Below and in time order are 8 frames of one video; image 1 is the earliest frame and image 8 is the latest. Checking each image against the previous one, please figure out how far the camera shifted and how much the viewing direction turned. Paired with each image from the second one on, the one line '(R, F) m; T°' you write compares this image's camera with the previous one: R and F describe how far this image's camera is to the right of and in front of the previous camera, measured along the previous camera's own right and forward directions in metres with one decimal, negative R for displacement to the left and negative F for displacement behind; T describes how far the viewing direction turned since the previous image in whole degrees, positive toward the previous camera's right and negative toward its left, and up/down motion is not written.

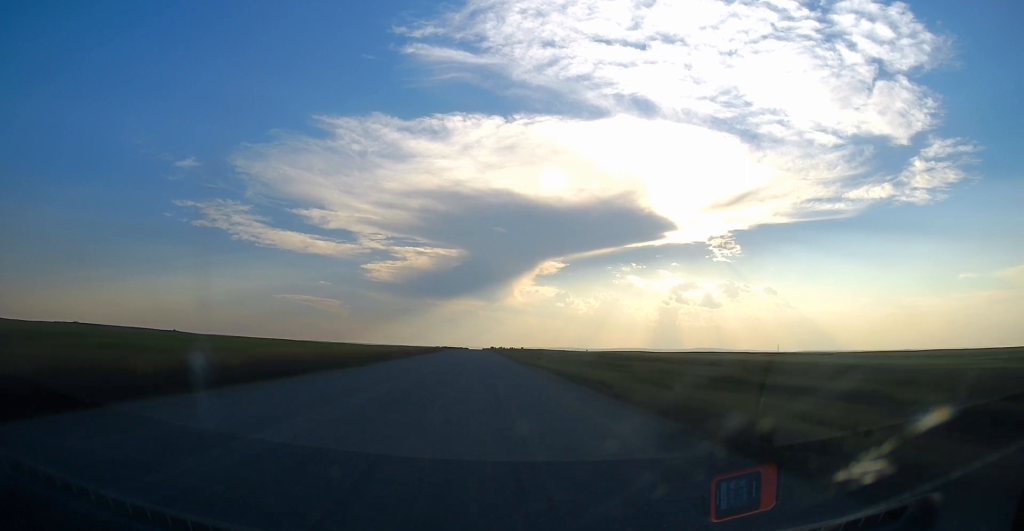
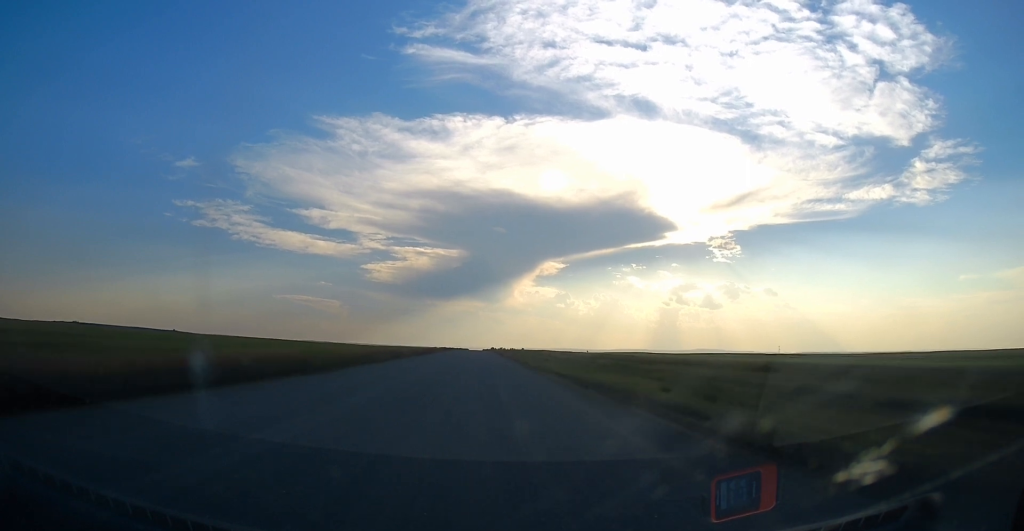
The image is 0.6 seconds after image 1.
(0.0, +9.3) m; 0°
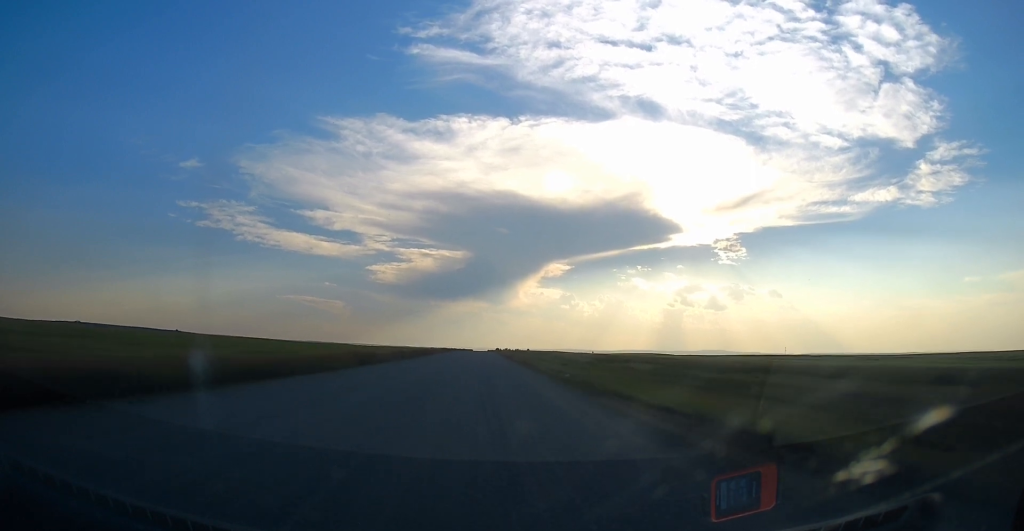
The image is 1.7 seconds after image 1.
(0.0, +19.1) m; +1°
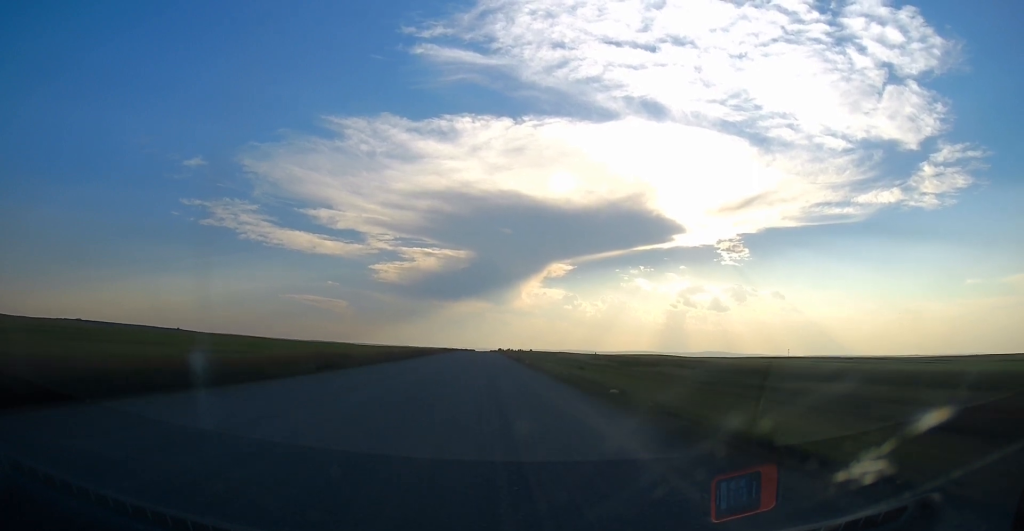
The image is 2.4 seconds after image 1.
(+0.1, +10.9) m; +1°
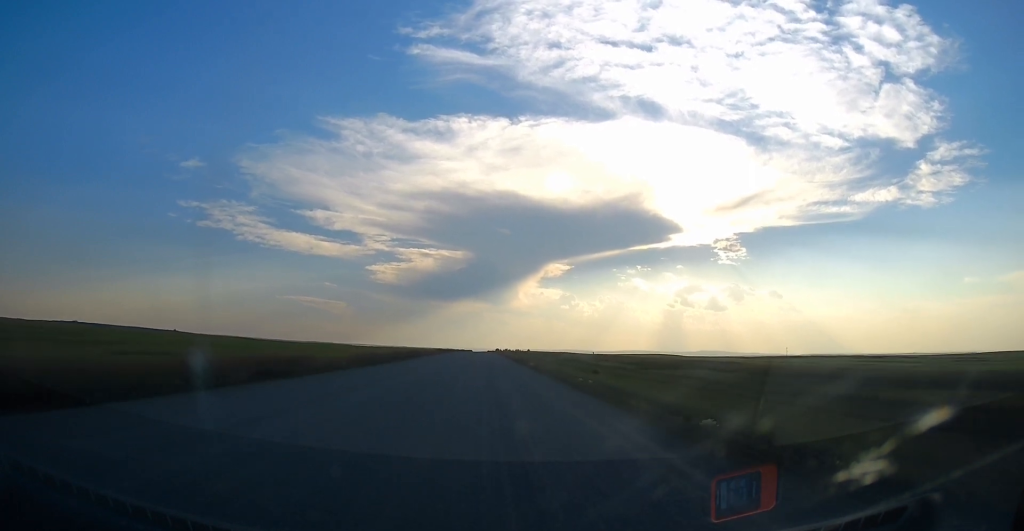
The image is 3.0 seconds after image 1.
(+0.2, +9.2) m; 0°
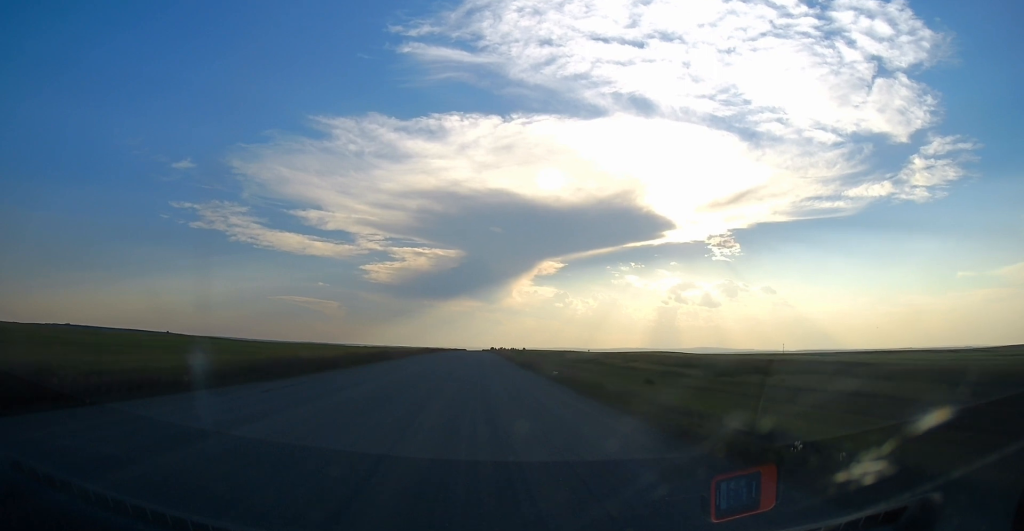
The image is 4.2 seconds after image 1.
(-0.4, +20.6) m; -1°
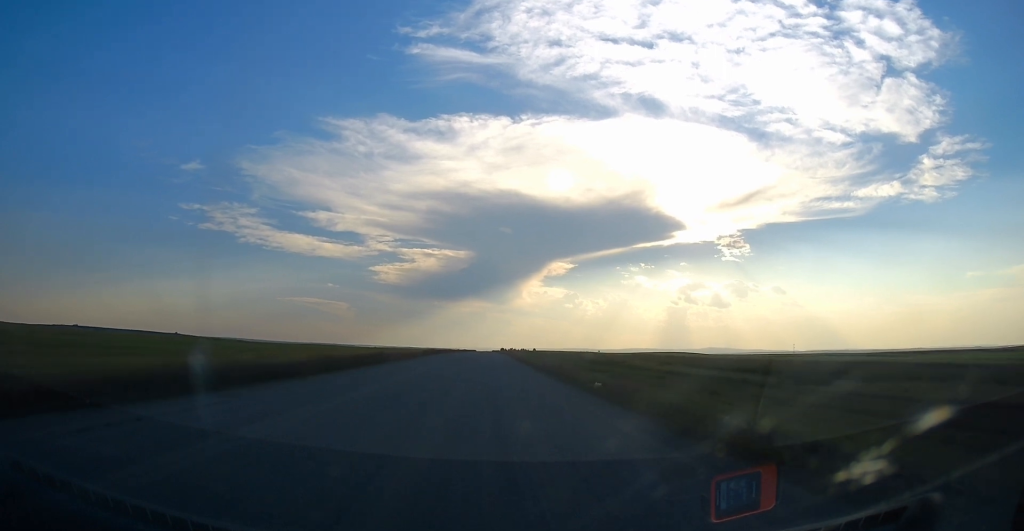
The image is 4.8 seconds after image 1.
(0.0, +9.9) m; 0°
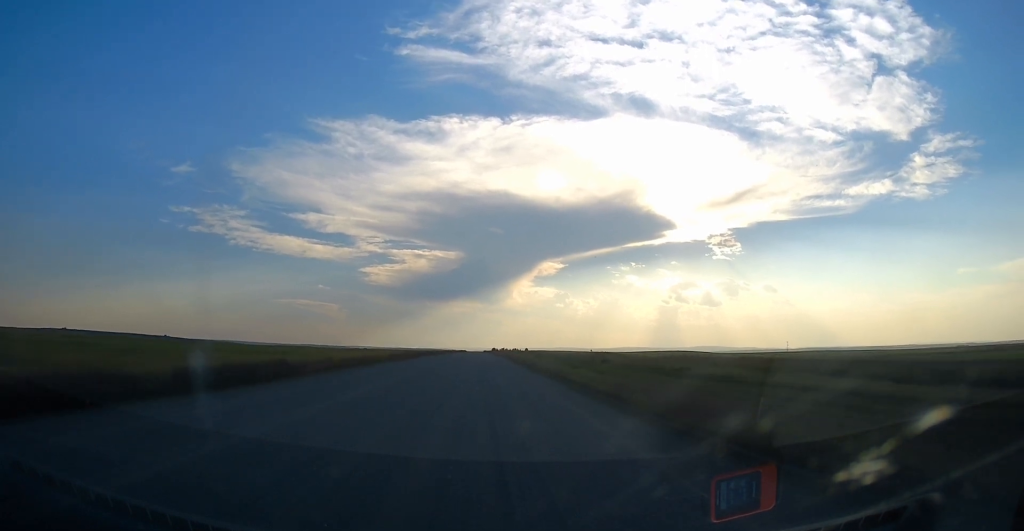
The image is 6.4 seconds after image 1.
(0.0, +25.9) m; 0°
